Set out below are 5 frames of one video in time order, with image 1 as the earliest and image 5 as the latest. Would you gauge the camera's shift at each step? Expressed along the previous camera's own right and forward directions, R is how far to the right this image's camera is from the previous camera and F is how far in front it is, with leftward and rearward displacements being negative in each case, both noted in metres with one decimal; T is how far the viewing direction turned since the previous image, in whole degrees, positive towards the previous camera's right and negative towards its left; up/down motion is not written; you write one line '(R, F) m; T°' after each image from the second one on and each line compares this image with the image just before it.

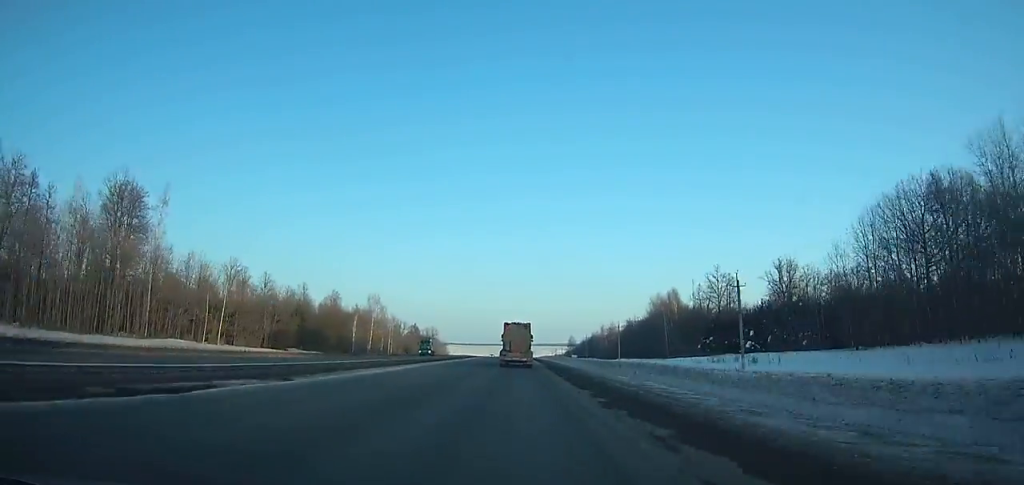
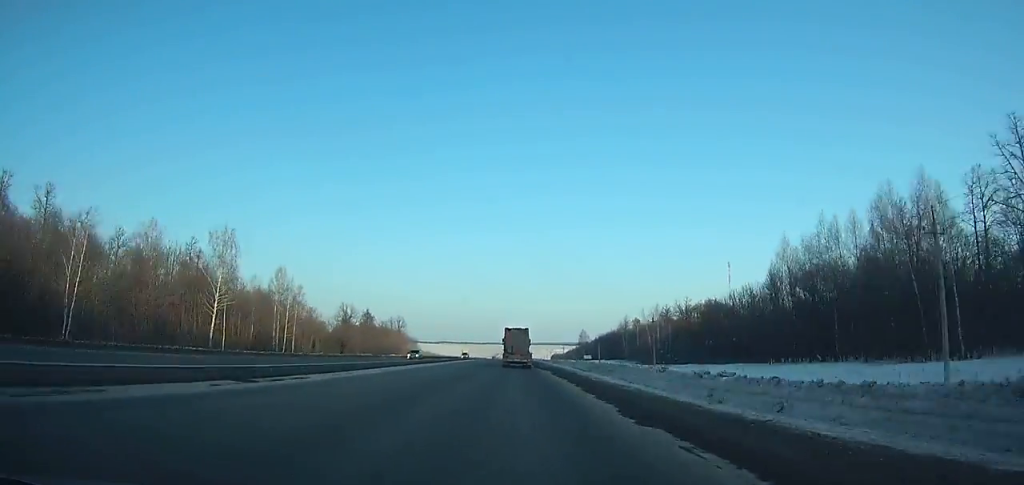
(-0.3, +98.9) m; 0°
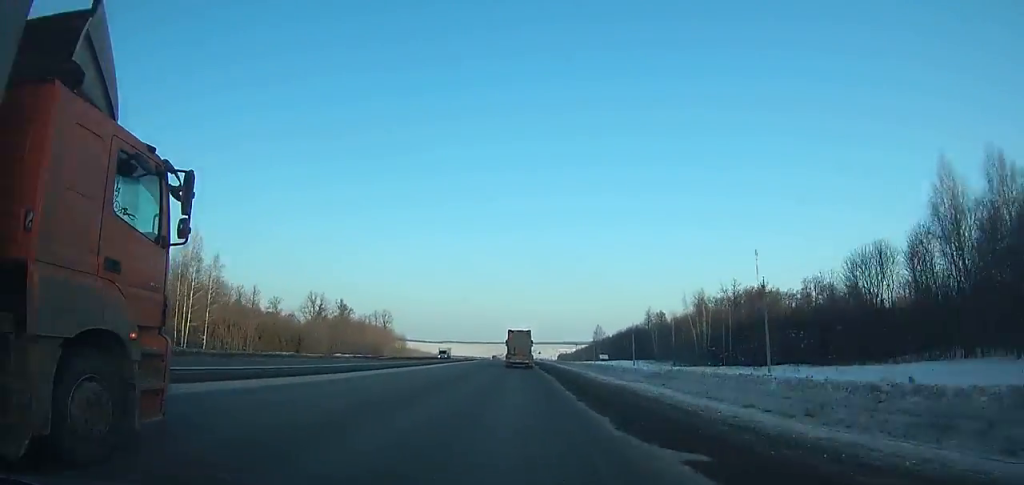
(-0.1, +41.5) m; 0°
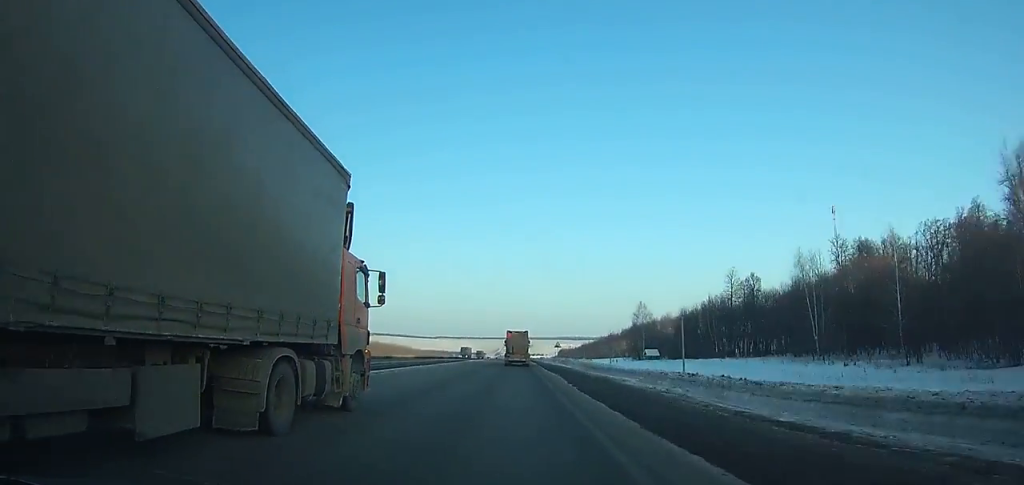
(-0.1, +100.9) m; 0°
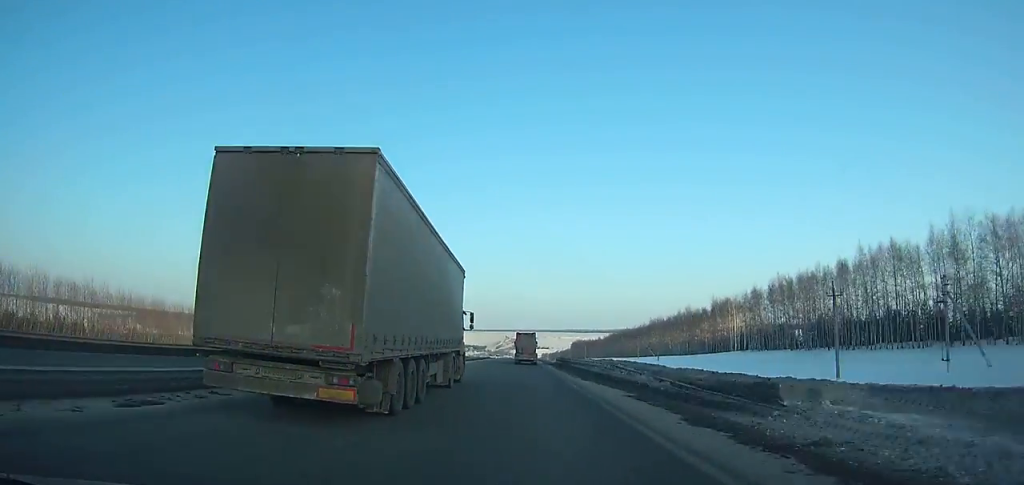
(+0.6, +175.3) m; +1°
